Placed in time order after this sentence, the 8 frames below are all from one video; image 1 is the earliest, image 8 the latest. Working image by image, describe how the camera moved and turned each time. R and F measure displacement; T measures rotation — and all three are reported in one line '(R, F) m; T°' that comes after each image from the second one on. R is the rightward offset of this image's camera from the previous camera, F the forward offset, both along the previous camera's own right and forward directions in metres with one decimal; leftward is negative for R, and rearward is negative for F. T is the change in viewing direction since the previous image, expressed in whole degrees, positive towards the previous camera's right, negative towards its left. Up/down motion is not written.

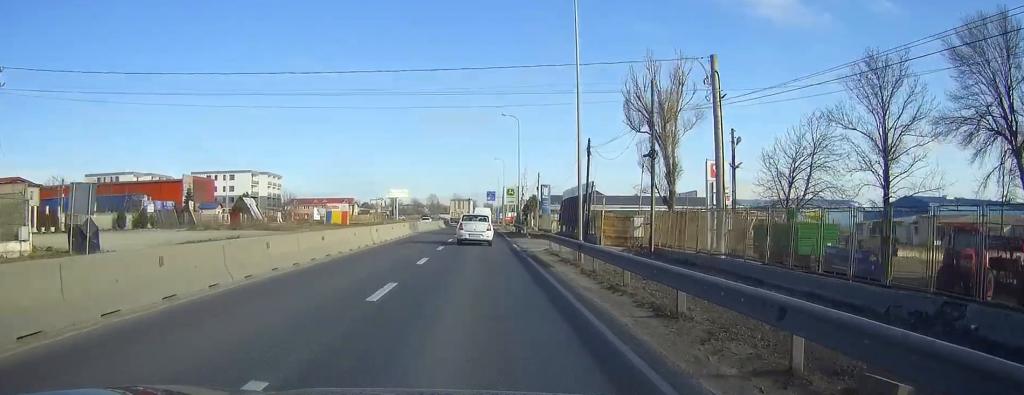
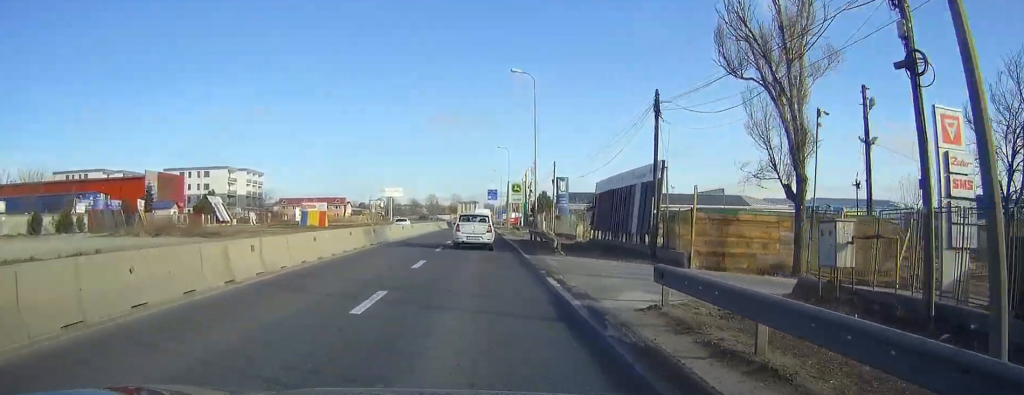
(-0.1, +19.3) m; 0°
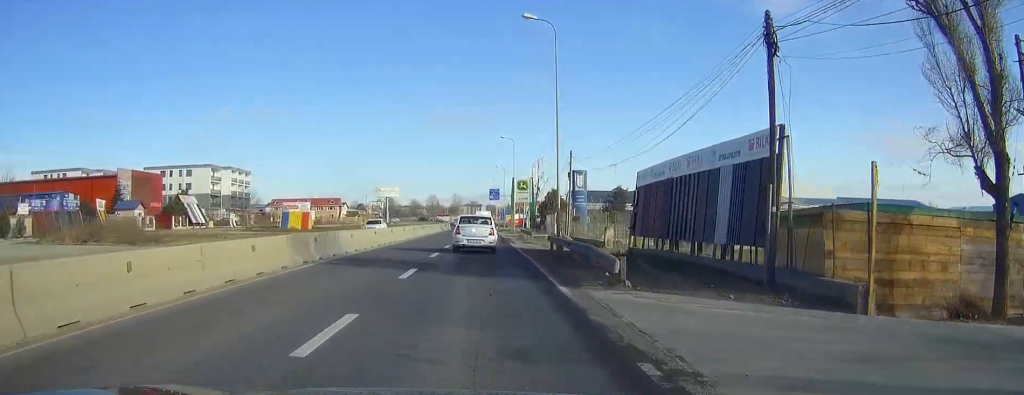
(-0.1, +12.4) m; 0°
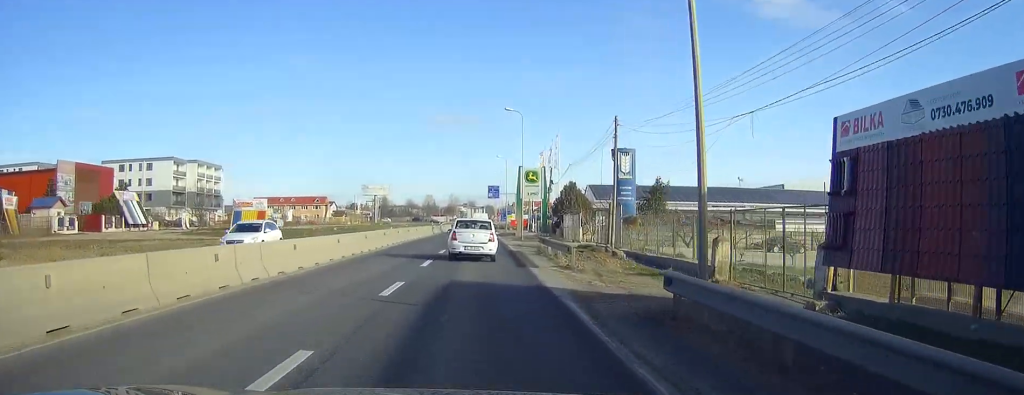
(+0.1, +20.6) m; +1°
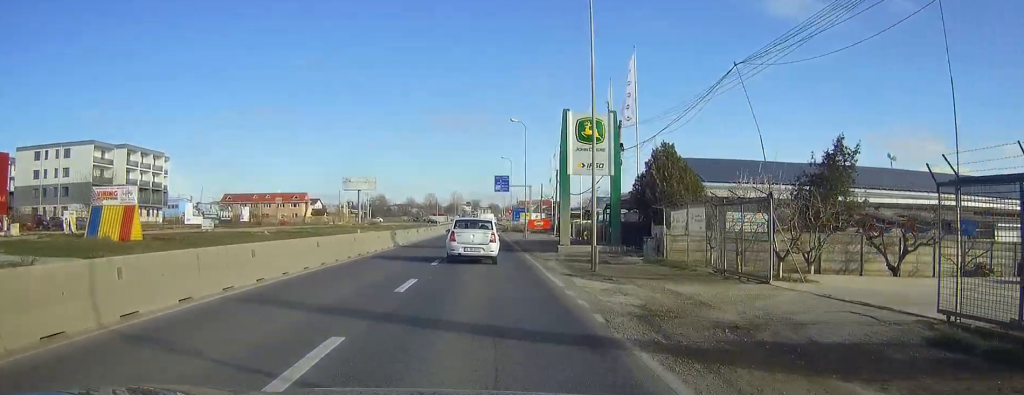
(-0.1, +34.9) m; 0°
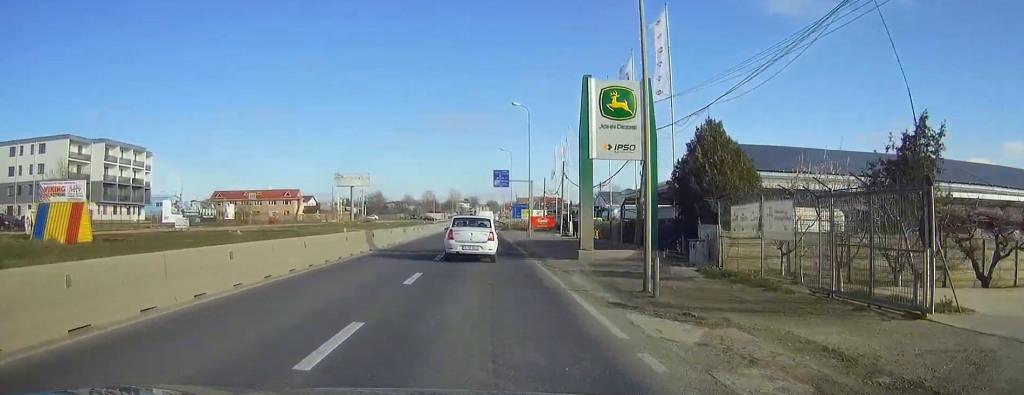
(0.0, +7.4) m; 0°
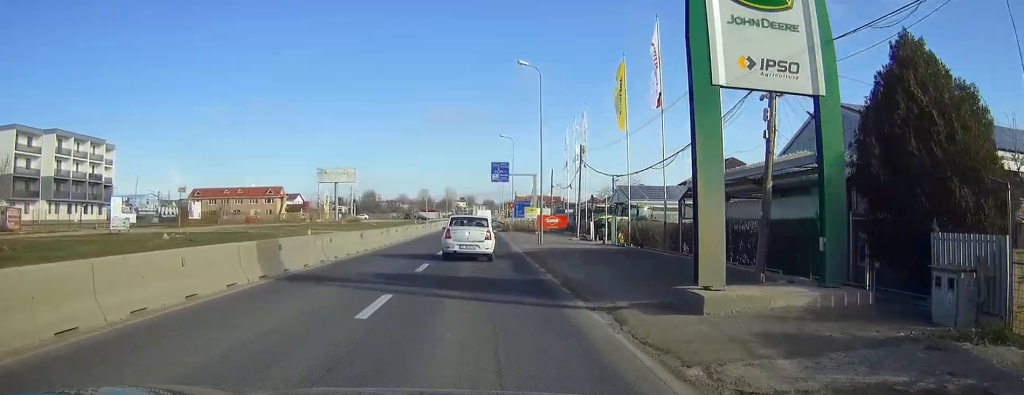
(+0.1, +14.4) m; 0°
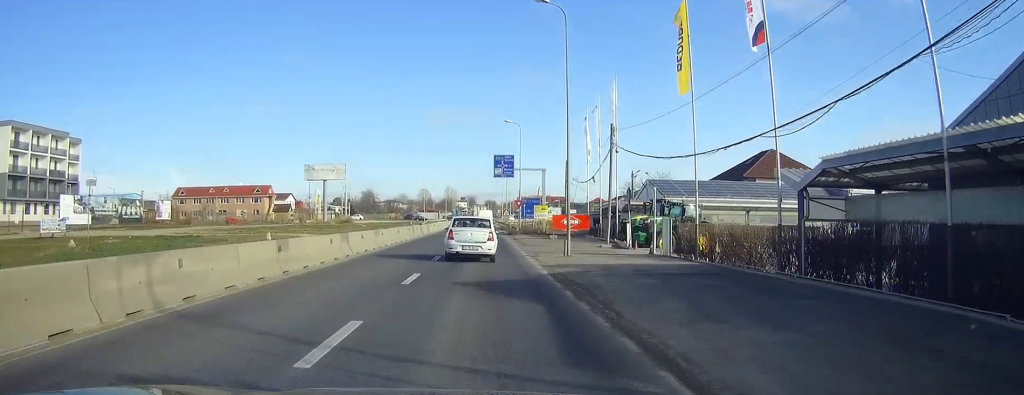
(0.0, +12.2) m; 0°
